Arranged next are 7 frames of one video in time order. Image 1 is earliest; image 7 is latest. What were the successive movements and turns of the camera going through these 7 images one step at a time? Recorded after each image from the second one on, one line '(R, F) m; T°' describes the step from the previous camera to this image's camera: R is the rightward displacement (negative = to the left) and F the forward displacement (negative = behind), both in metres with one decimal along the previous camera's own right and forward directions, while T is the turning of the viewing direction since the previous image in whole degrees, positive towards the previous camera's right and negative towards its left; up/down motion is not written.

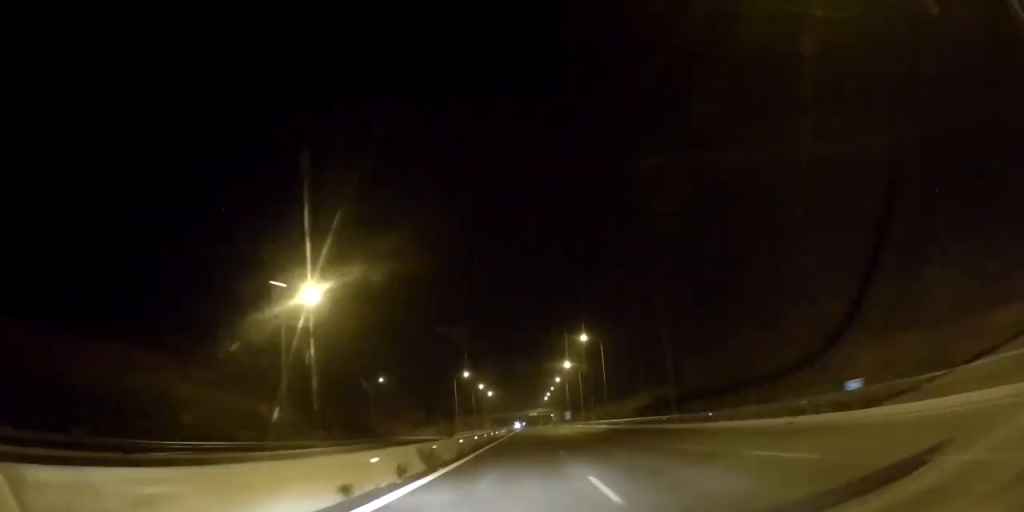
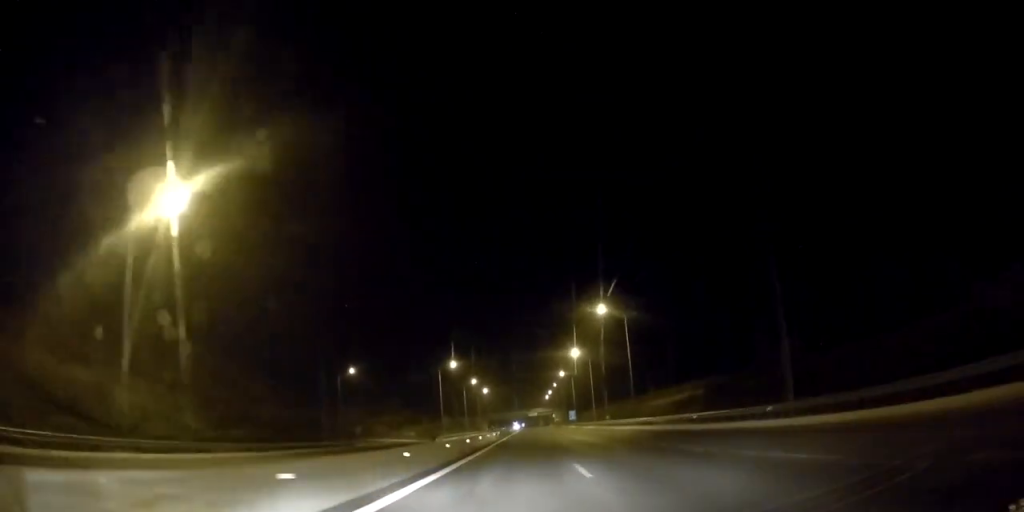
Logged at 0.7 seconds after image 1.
(-0.1, +21.1) m; 0°
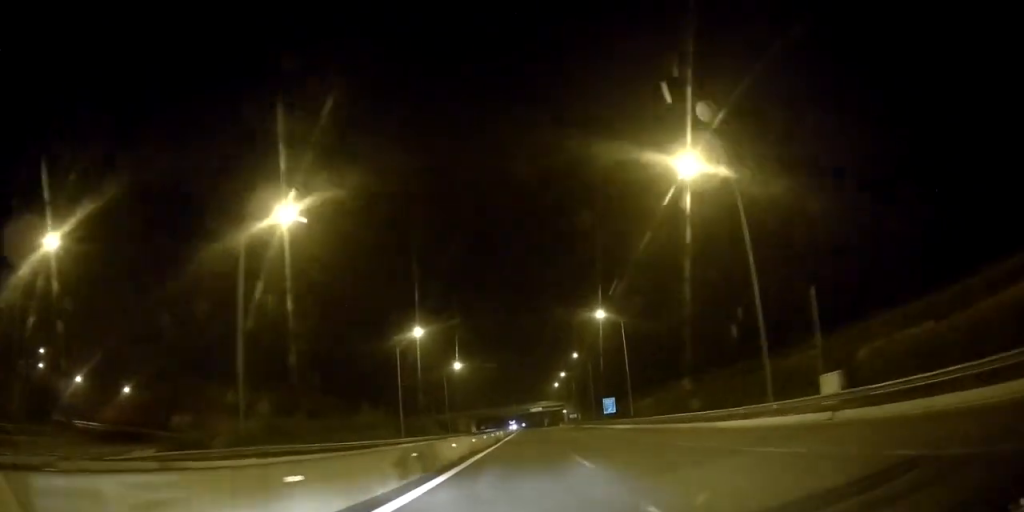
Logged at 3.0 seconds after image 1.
(-0.5, +73.6) m; 0°
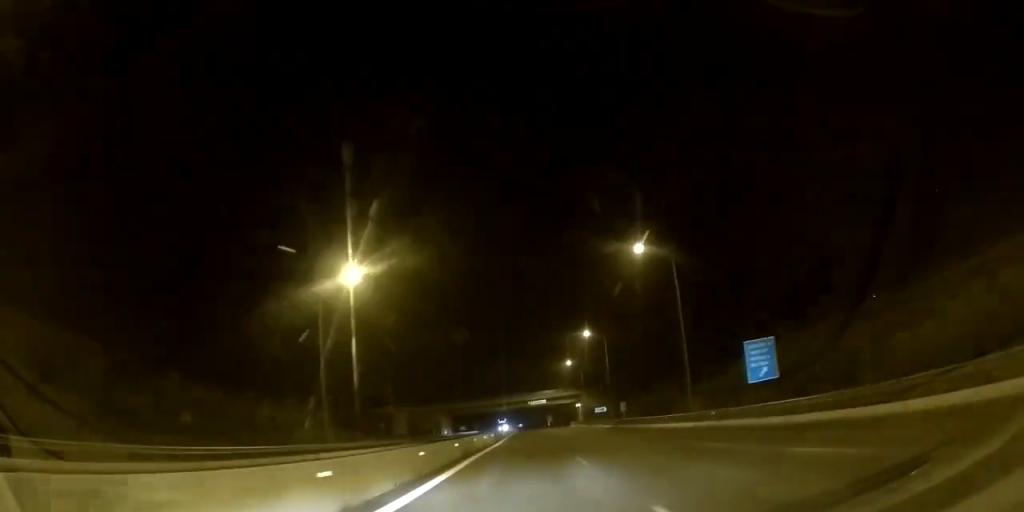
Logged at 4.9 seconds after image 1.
(0.0, +63.6) m; 0°
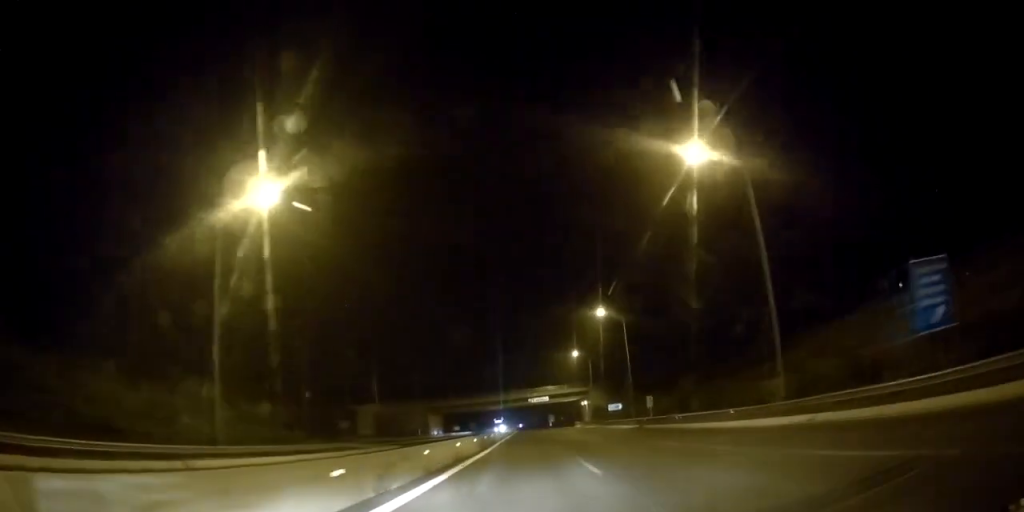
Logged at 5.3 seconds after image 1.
(0.0, +15.5) m; 0°
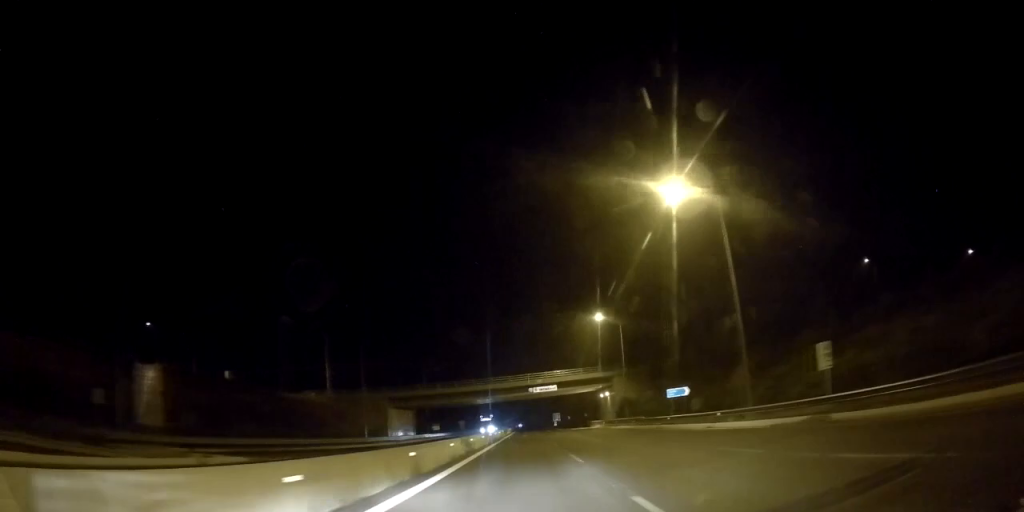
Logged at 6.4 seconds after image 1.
(+0.1, +33.8) m; +1°
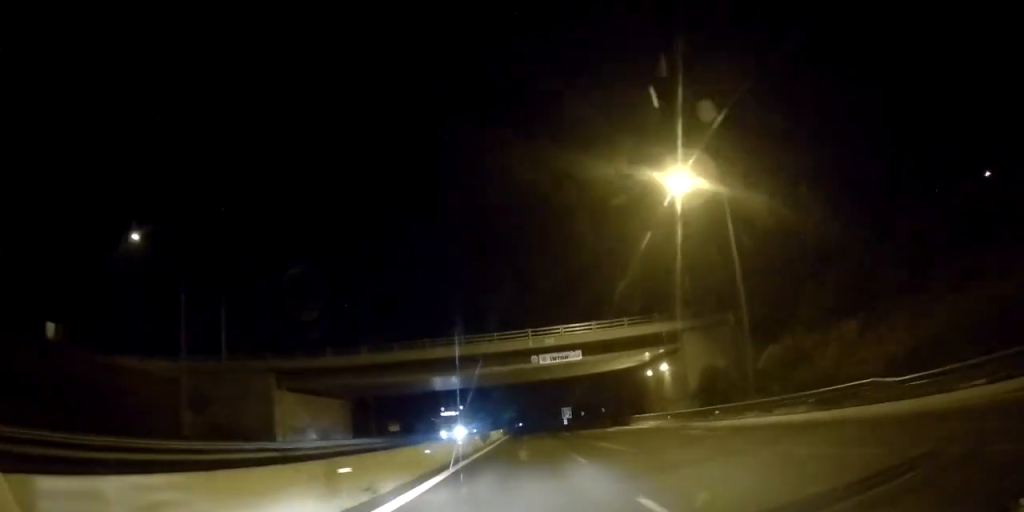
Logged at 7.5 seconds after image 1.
(+0.3, +37.9) m; 0°
